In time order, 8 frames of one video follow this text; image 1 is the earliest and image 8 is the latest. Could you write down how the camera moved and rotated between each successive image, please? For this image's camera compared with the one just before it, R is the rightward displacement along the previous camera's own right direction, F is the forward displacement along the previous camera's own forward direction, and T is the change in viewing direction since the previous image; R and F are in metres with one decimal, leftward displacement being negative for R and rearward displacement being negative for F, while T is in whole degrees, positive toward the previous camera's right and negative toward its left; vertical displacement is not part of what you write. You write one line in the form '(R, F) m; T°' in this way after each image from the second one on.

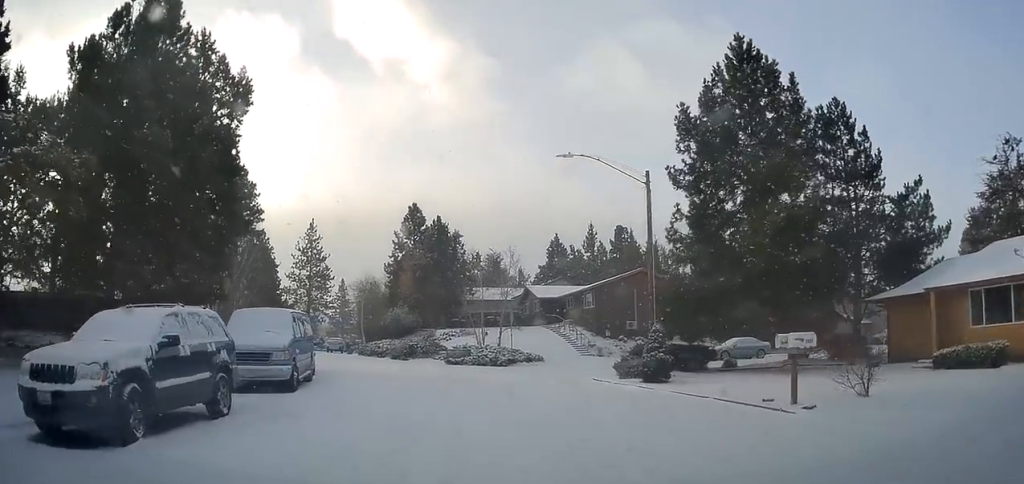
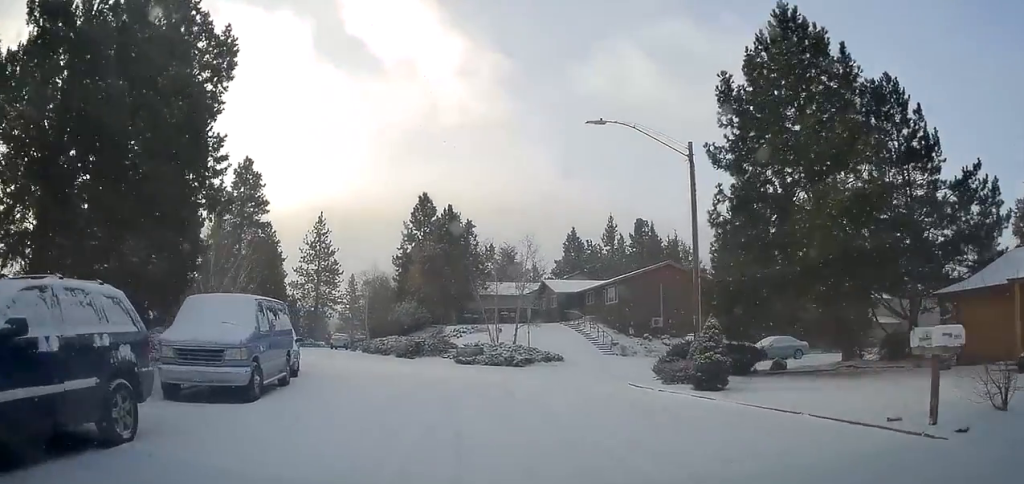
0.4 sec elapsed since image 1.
(-0.3, +3.4) m; -1°
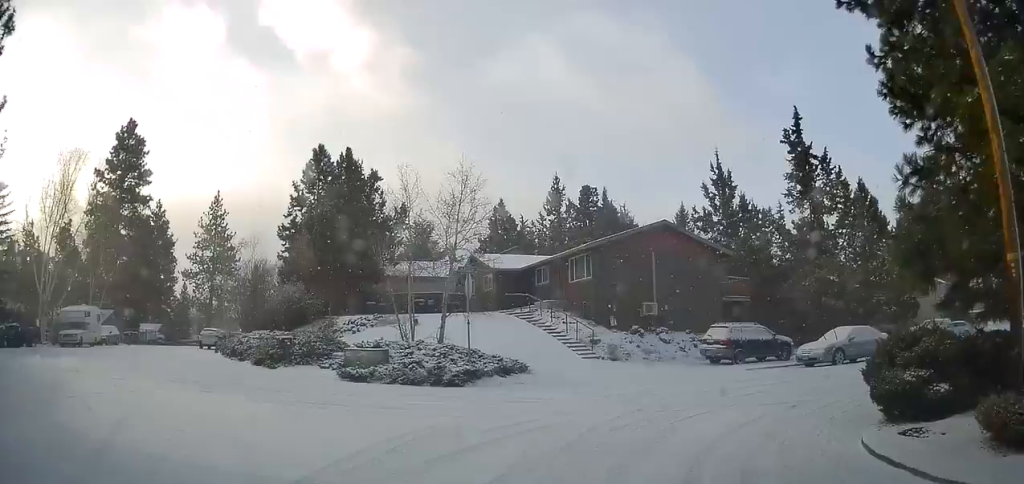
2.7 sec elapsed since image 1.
(+1.4, +16.1) m; +5°
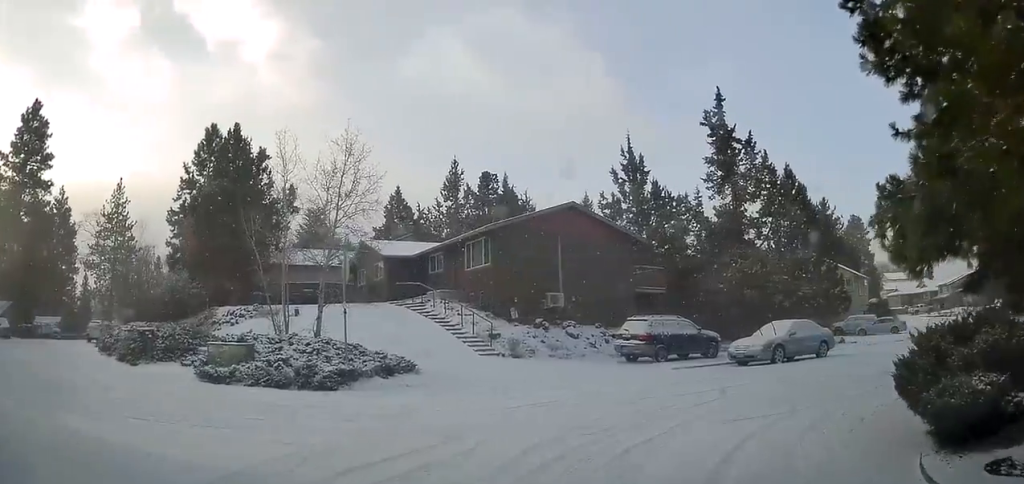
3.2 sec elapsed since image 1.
(-0.4, +3.2) m; +1°
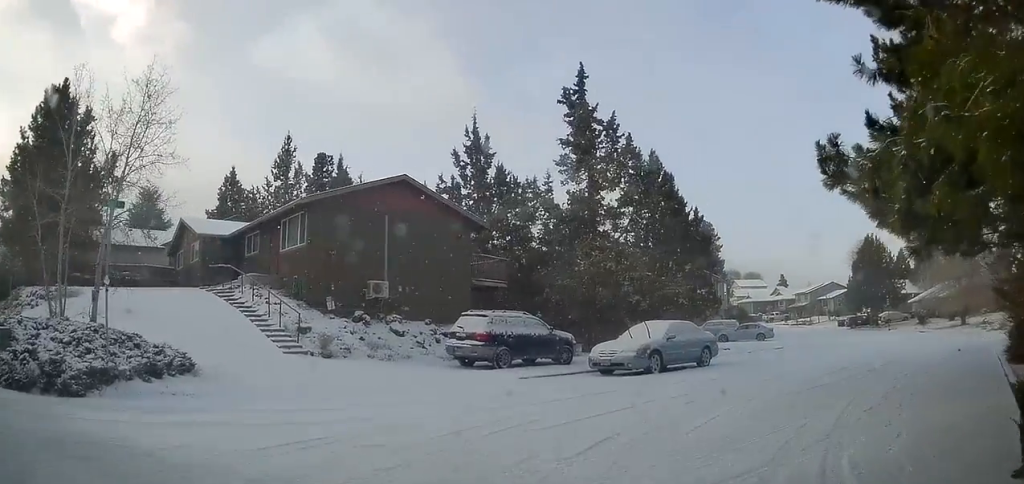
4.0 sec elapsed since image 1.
(-0.1, +4.2) m; +5°
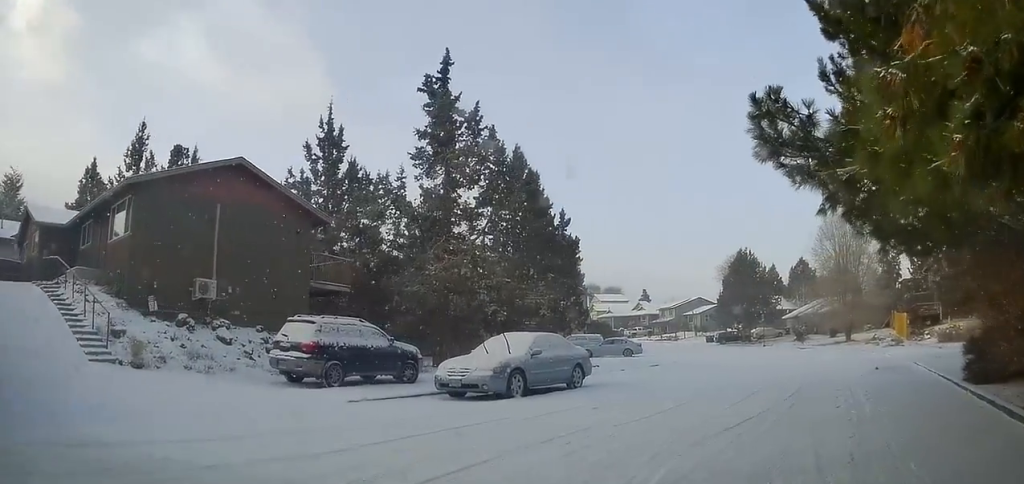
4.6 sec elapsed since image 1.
(+0.5, +3.4) m; +7°
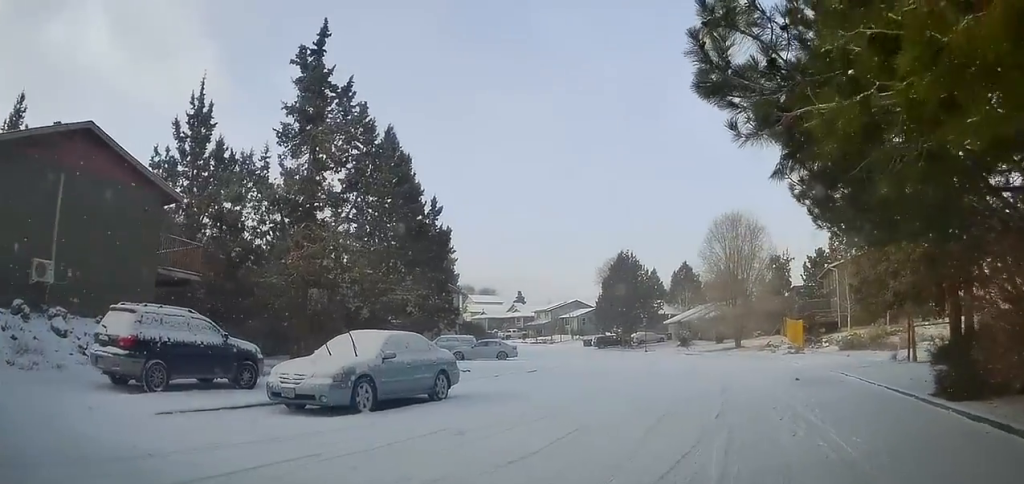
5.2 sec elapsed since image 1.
(+0.1, +2.9) m; +7°
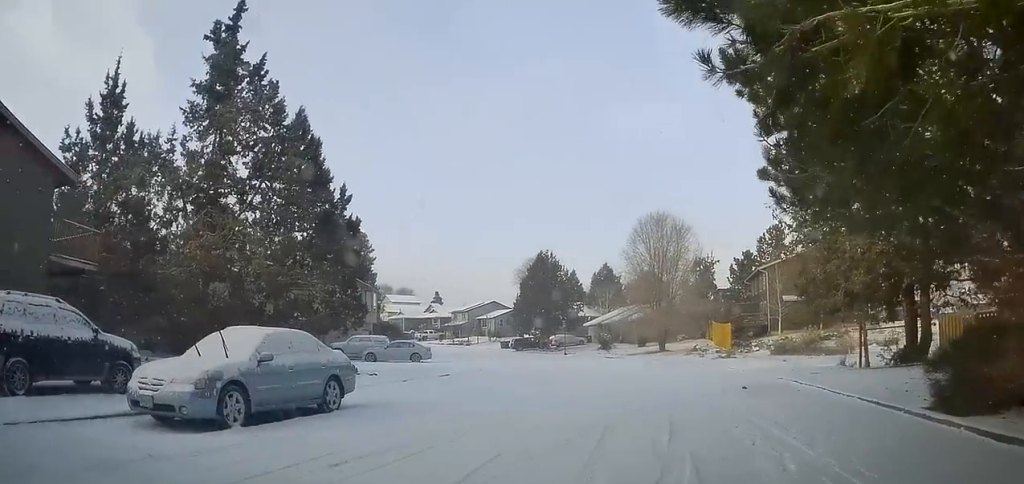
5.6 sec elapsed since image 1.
(-0.2, +2.1) m; +5°
